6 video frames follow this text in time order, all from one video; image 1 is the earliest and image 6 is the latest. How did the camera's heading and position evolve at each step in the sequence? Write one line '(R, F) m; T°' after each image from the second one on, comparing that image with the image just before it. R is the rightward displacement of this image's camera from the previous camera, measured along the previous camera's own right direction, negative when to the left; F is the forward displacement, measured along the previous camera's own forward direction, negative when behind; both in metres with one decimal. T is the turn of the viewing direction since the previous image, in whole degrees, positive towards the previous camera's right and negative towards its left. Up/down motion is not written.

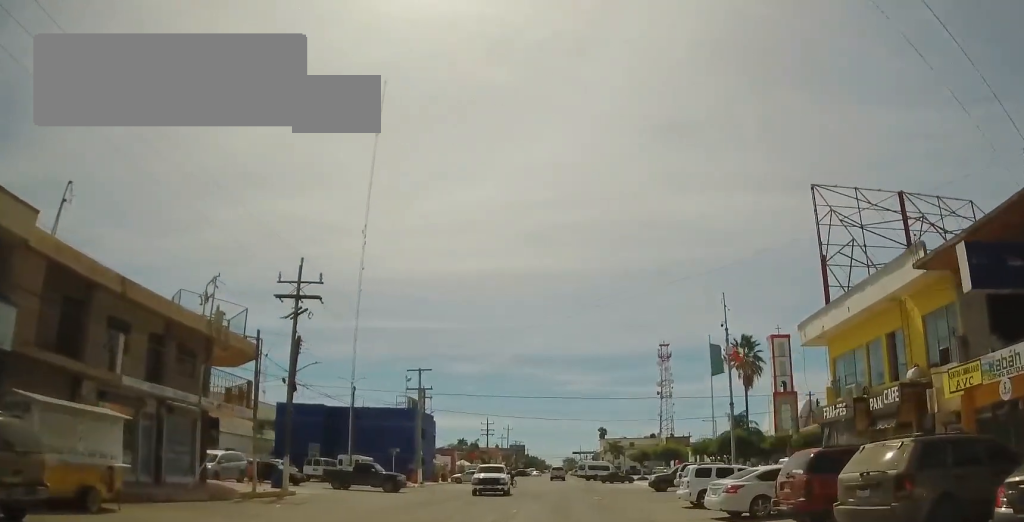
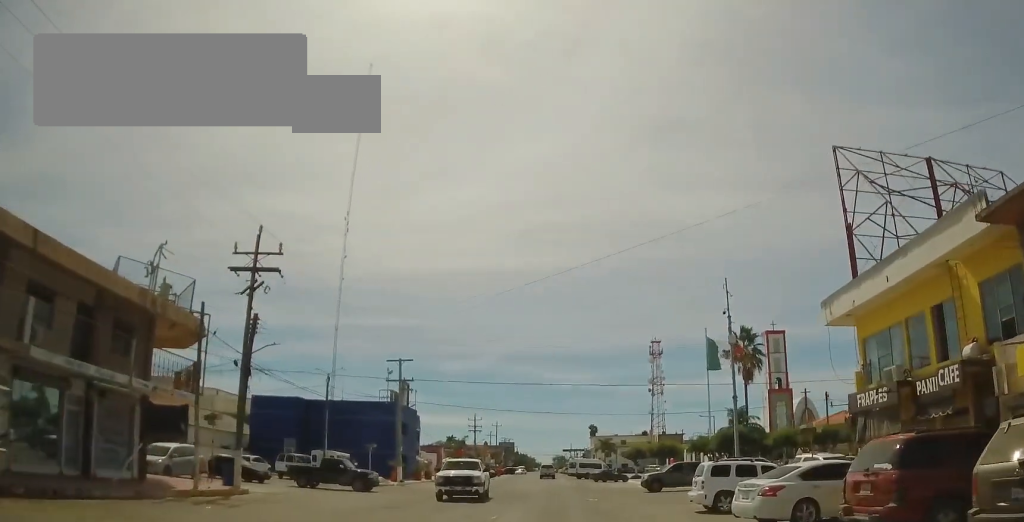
(0.0, +4.0) m; 0°
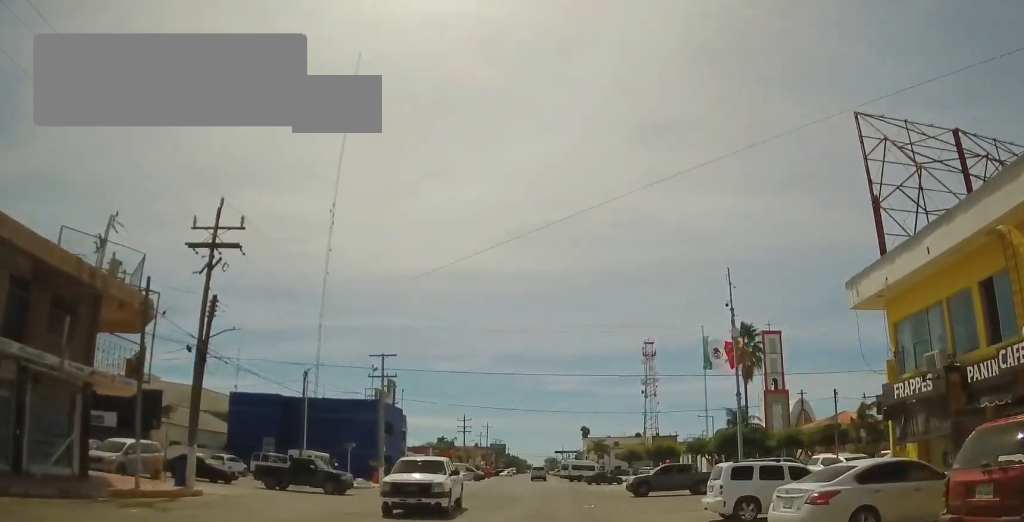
(0.0, +3.2) m; 0°
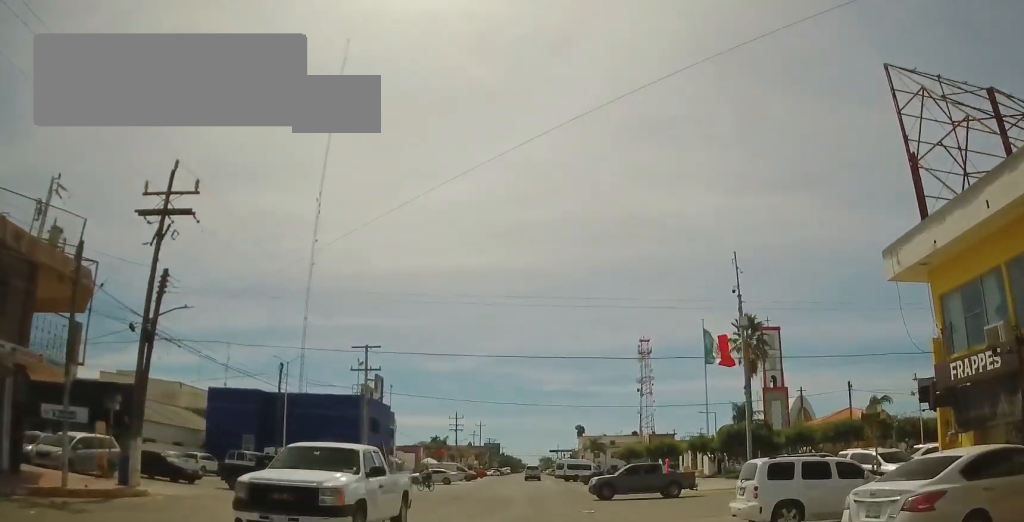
(0.0, +3.3) m; 0°
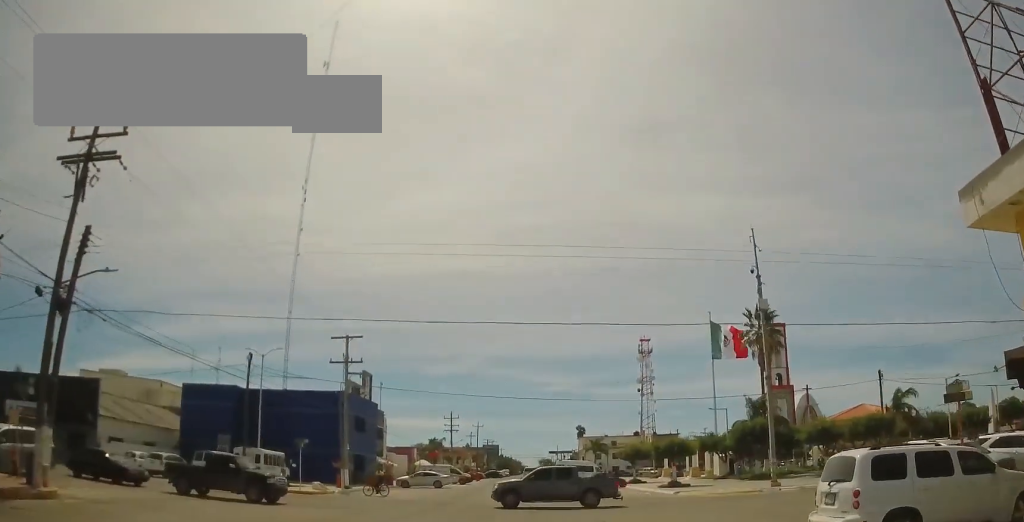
(0.0, +4.5) m; -1°
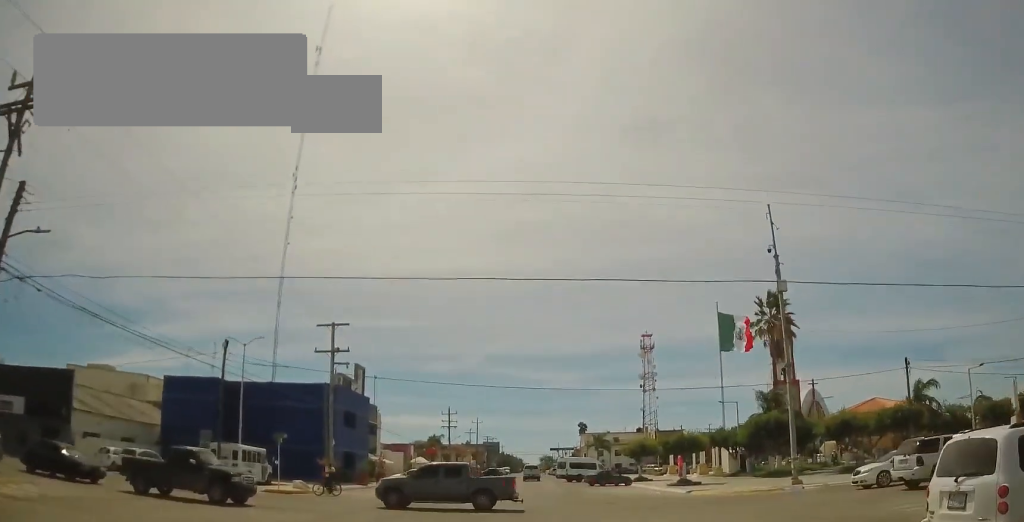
(0.0, +3.2) m; -4°
